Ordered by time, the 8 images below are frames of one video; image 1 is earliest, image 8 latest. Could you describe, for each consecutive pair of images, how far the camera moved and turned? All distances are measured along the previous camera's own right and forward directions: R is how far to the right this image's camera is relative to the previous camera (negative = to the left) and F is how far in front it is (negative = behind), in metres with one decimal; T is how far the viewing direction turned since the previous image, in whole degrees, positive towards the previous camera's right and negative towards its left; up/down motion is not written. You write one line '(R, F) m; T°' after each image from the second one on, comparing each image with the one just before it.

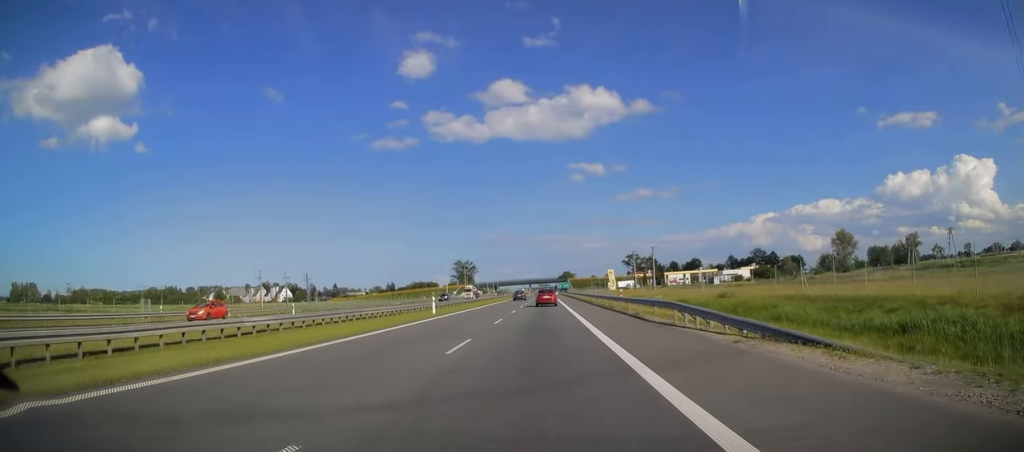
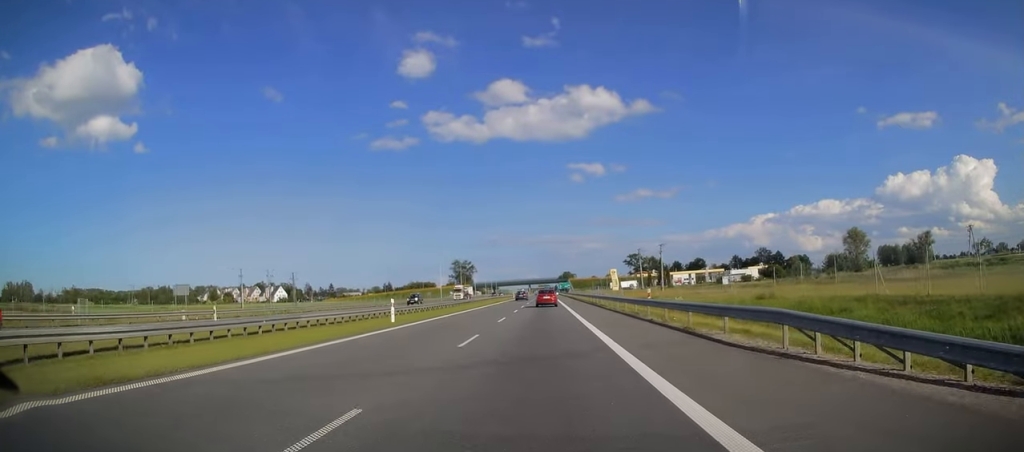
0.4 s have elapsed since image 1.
(-0.1, +10.2) m; 0°
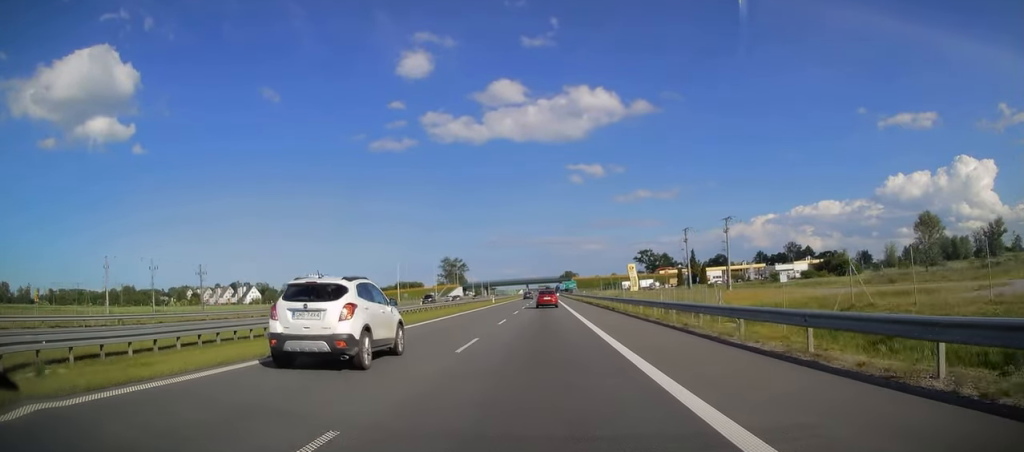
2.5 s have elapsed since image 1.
(+0.9, +49.0) m; +1°
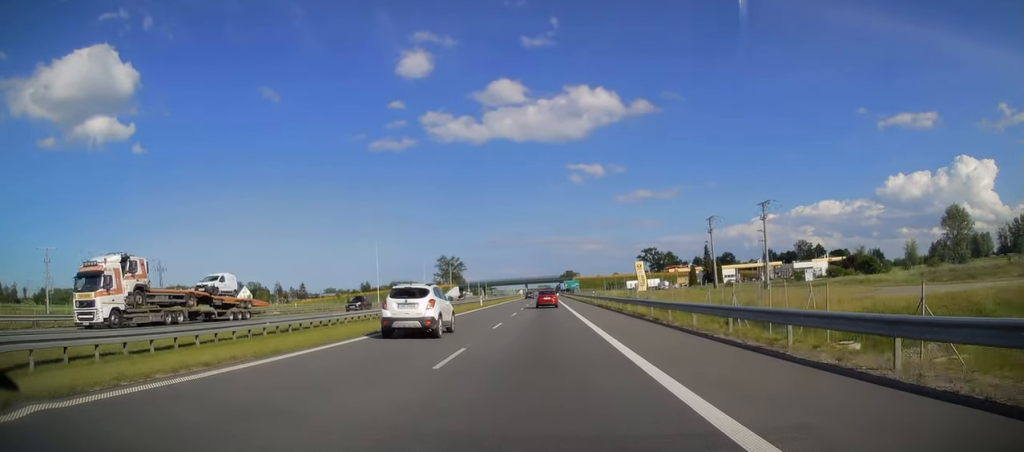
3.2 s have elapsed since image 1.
(-0.1, +14.8) m; -1°
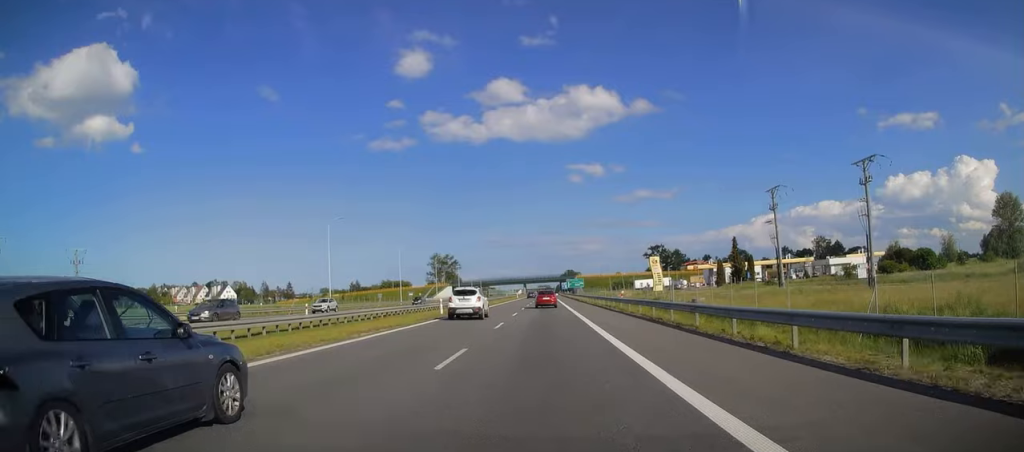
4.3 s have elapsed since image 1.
(-0.2, +24.0) m; 0°
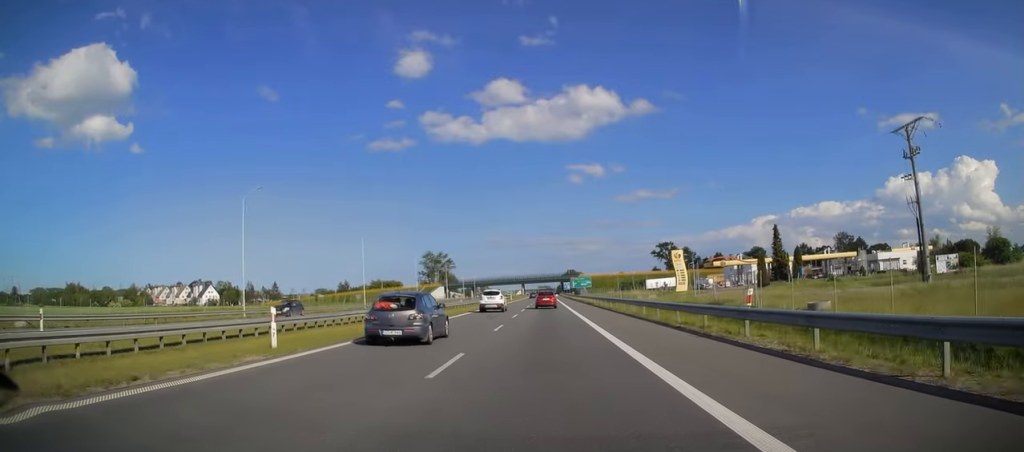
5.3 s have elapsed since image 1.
(+0.2, +24.7) m; 0°
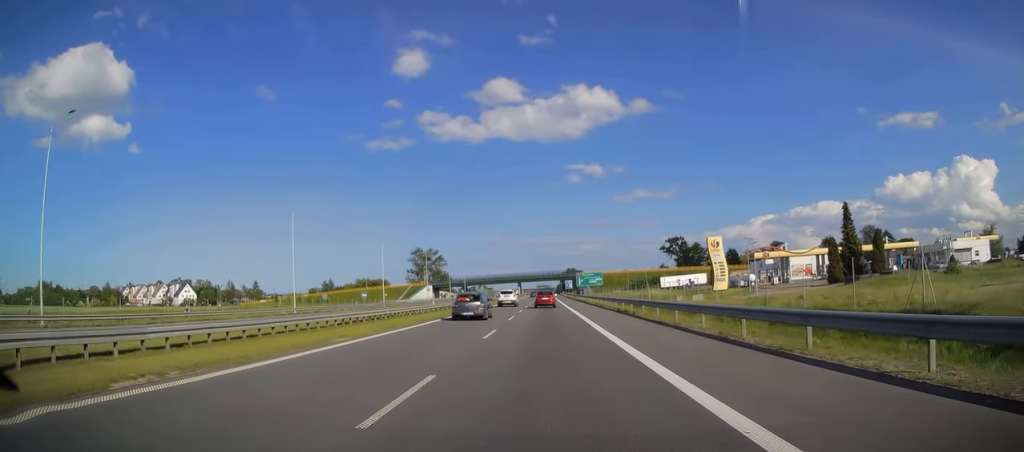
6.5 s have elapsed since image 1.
(-0.1, +27.4) m; 0°
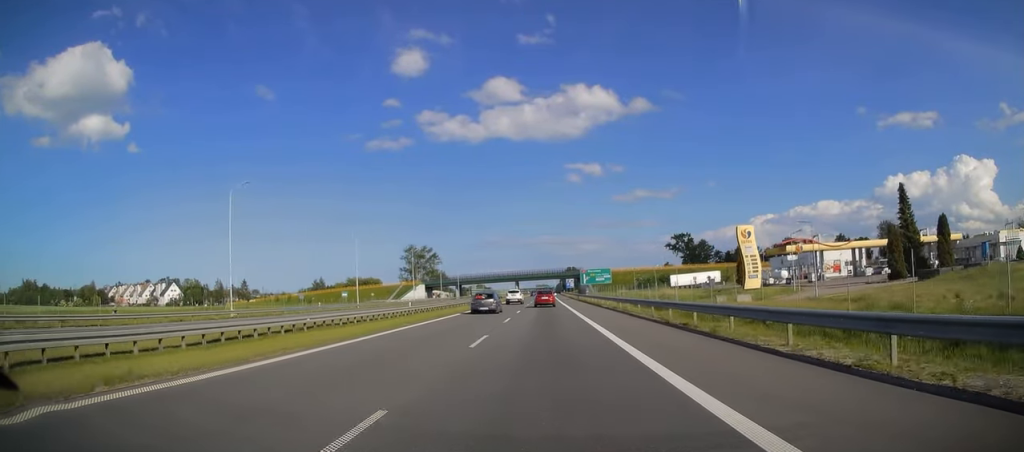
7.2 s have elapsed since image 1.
(+0.1, +14.9) m; 0°
